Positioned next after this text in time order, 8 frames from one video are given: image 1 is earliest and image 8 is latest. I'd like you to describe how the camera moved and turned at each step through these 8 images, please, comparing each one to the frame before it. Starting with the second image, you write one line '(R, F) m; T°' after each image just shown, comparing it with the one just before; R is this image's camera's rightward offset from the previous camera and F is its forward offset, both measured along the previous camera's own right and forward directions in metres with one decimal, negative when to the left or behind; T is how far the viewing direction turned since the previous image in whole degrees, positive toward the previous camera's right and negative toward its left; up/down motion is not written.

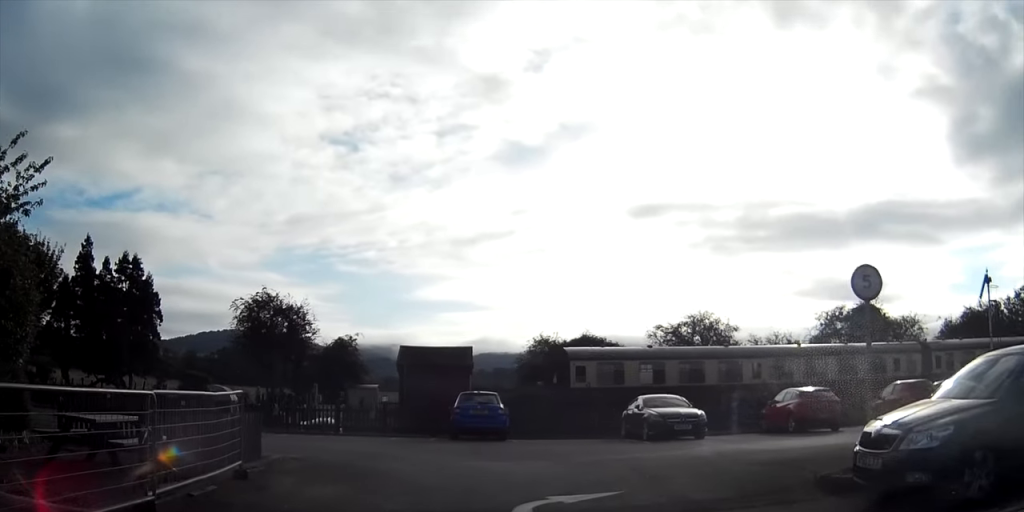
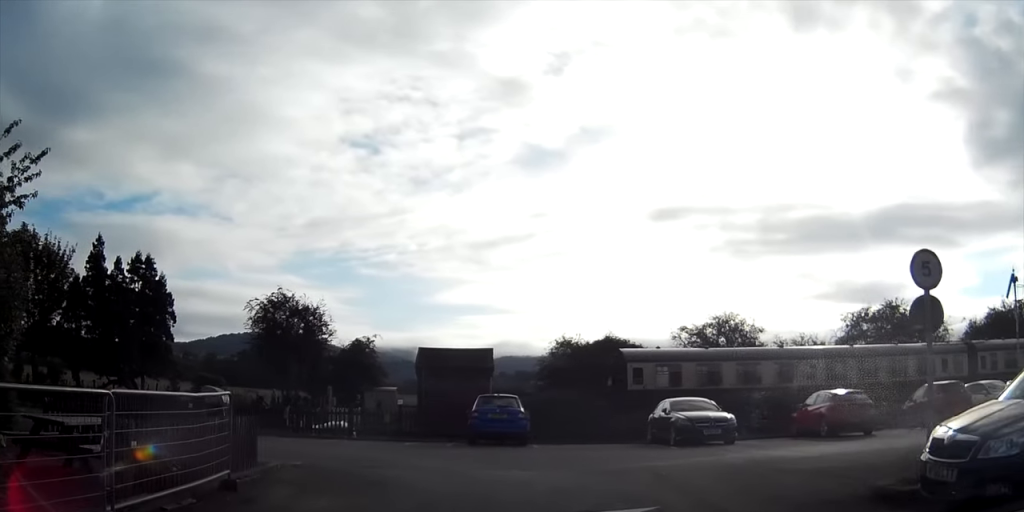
(0.0, +1.2) m; 0°
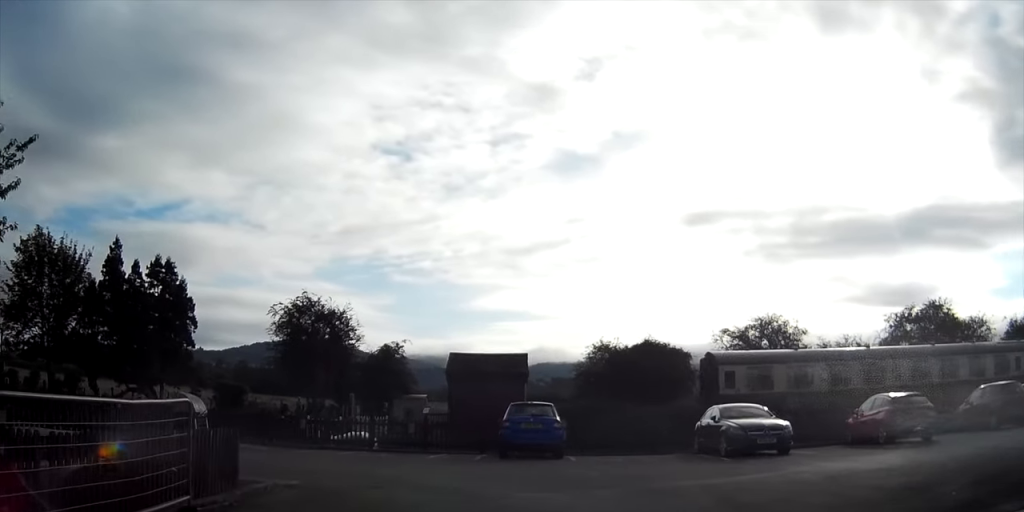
(0.0, +1.9) m; 0°
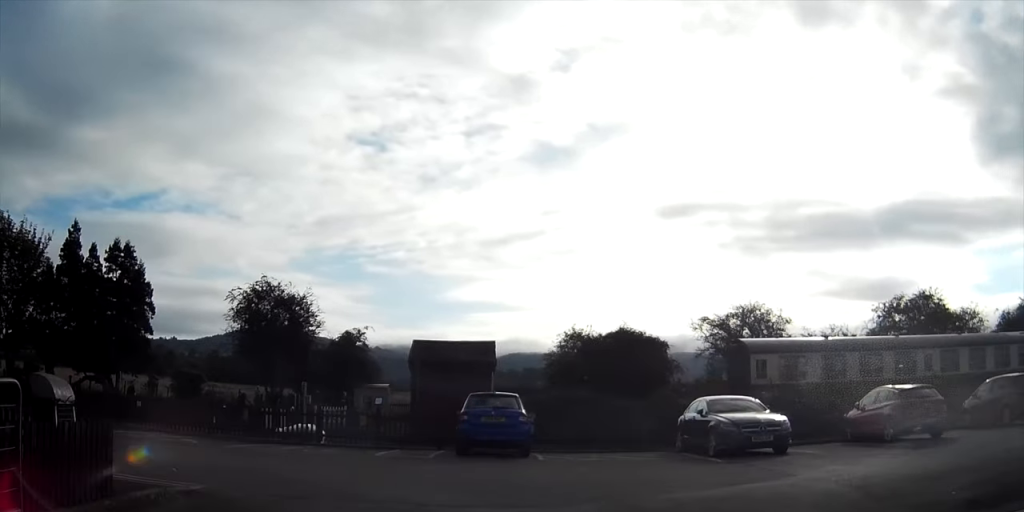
(0.0, +2.2) m; +11°
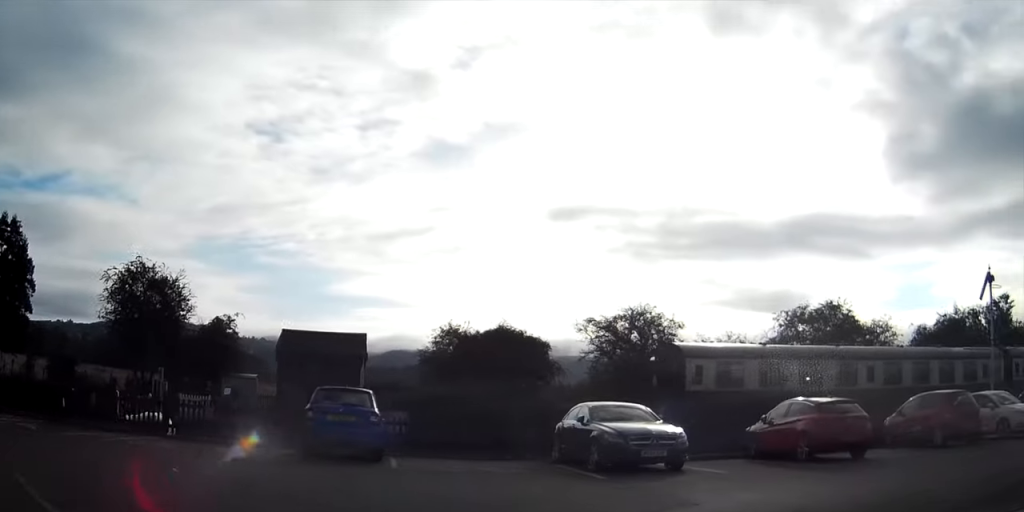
(+0.2, +1.9) m; +15°
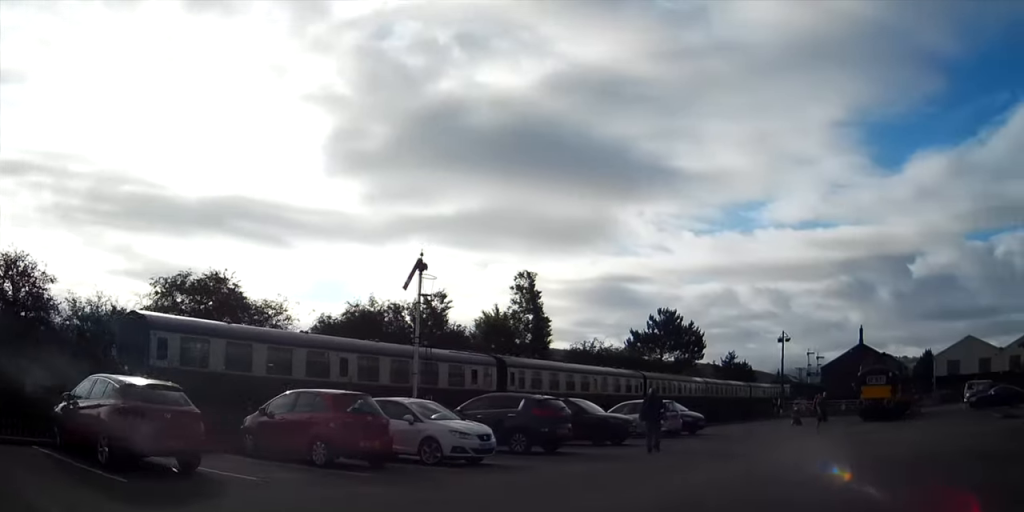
(+2.0, +4.9) m; +36°
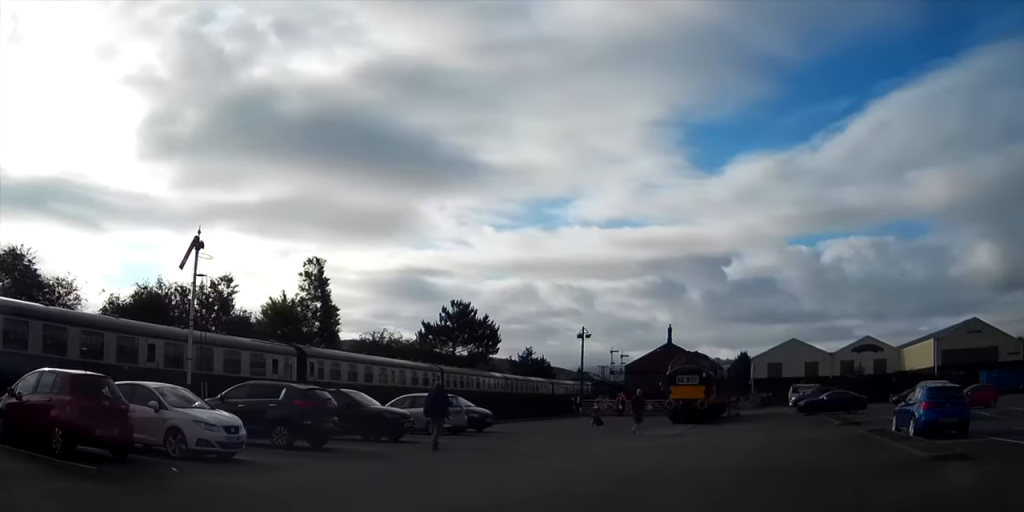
(0.0, +1.9) m; +9°
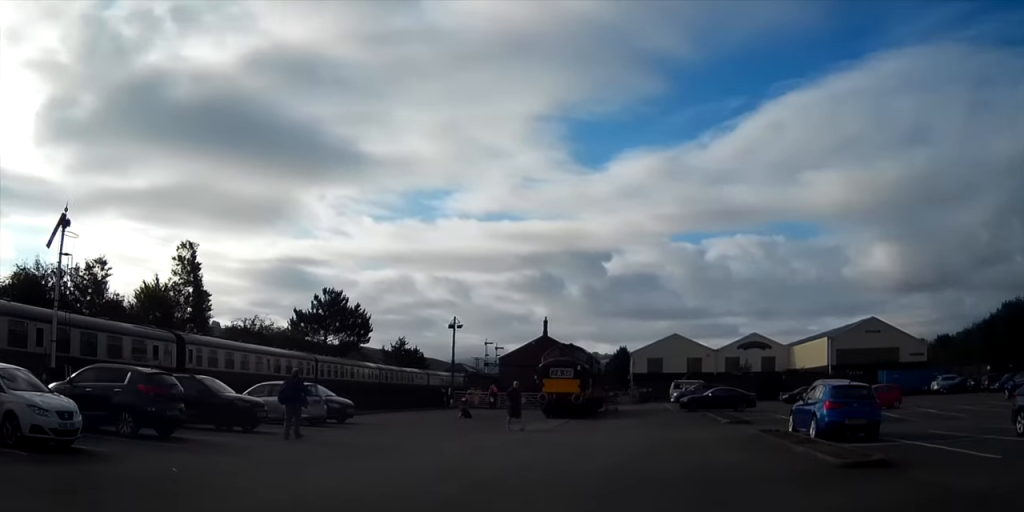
(0.0, +1.3) m; +7°
